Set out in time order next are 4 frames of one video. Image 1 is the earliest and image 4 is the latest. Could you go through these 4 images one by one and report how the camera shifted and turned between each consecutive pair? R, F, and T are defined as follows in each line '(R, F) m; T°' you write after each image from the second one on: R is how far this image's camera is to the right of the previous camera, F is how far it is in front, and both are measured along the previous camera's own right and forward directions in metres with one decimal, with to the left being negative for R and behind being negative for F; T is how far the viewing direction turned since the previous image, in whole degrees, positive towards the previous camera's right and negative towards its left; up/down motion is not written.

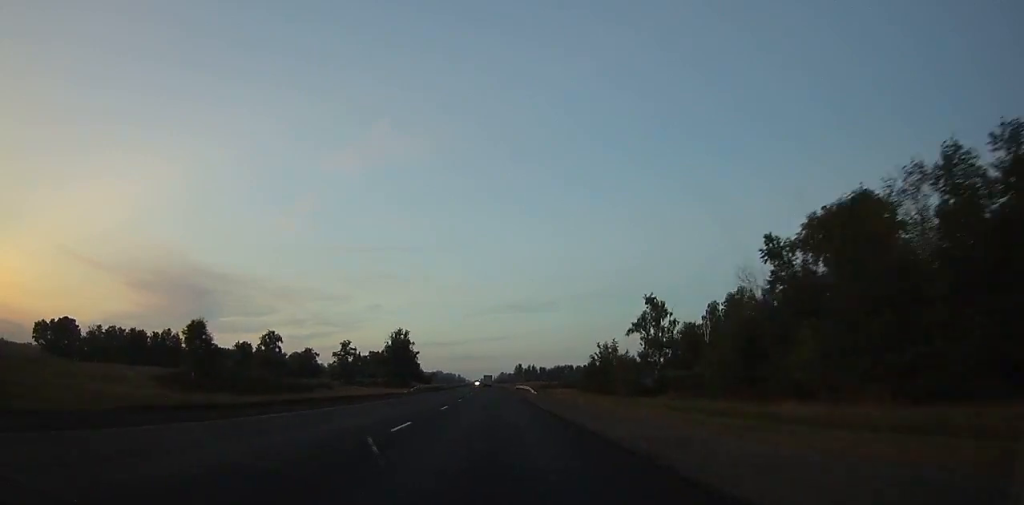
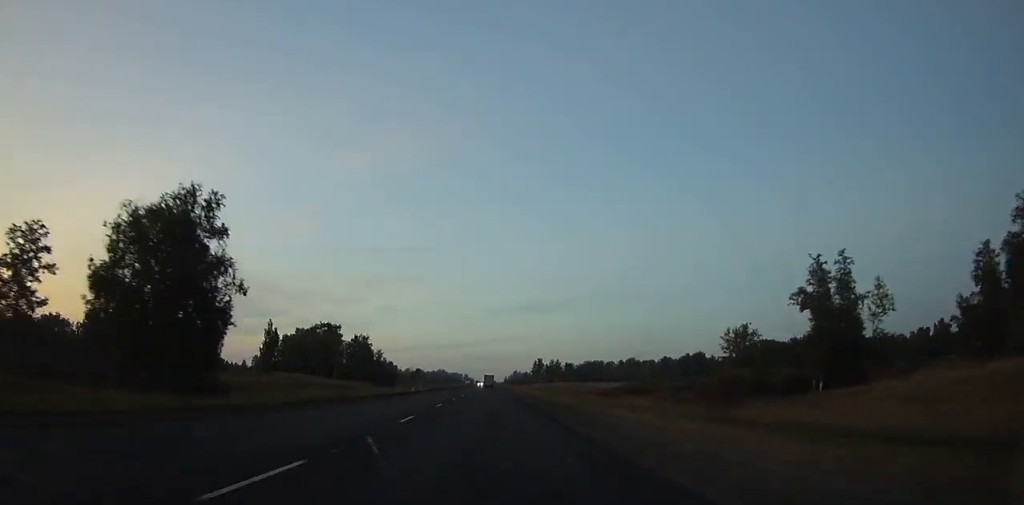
(-1.3, +128.2) m; -1°
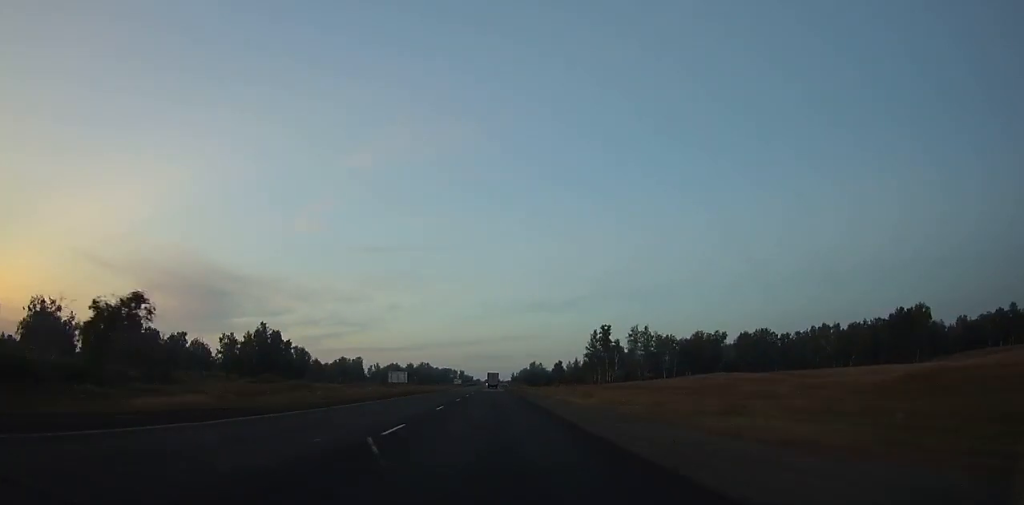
(-2.7, +234.7) m; -1°
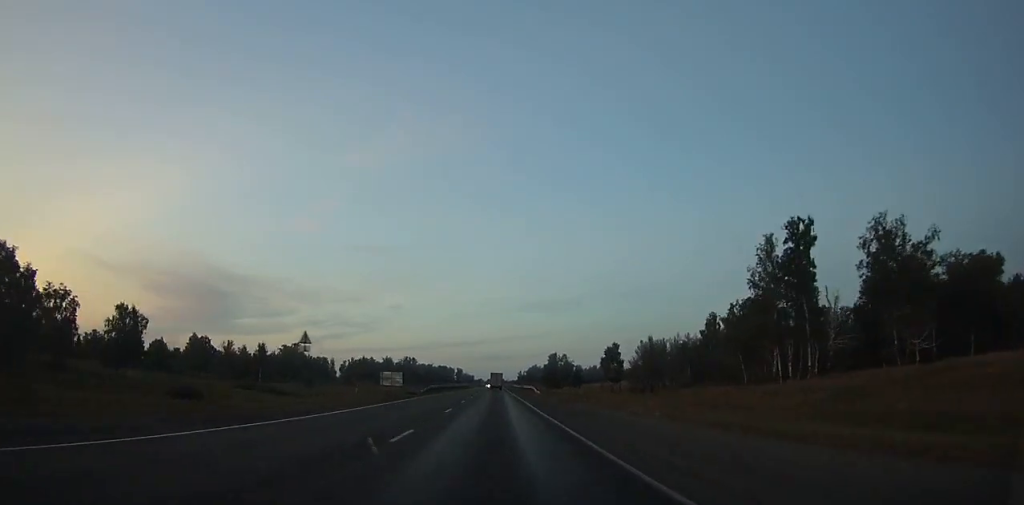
(+0.4, +121.8) m; 0°
